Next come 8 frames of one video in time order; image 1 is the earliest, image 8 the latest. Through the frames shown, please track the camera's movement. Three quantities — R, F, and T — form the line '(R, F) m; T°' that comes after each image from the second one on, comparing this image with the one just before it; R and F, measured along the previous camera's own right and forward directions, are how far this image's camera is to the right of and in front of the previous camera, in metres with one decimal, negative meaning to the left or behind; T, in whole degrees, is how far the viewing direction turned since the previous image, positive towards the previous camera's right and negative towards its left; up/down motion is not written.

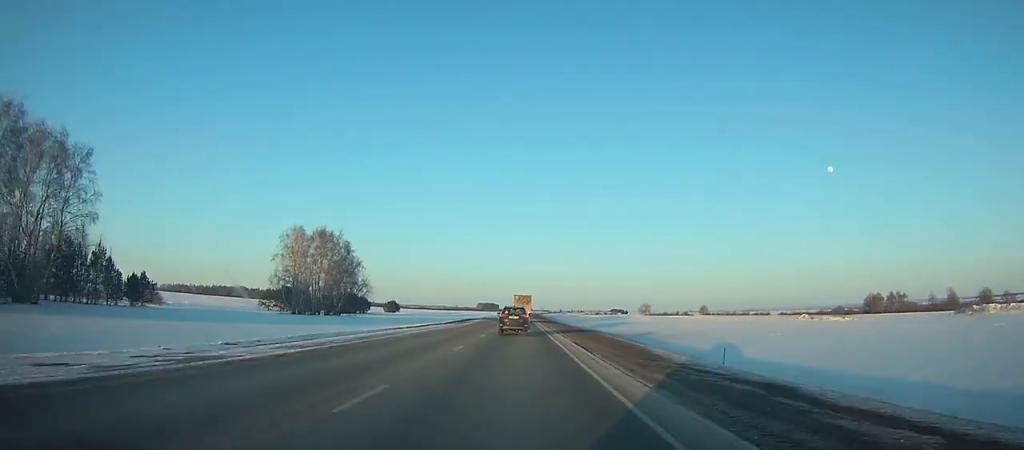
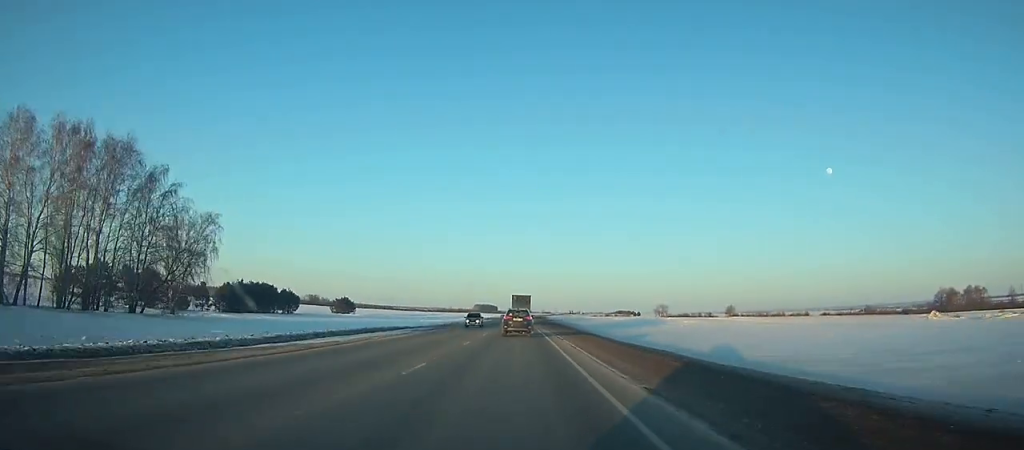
(+0.1, +80.5) m; 0°
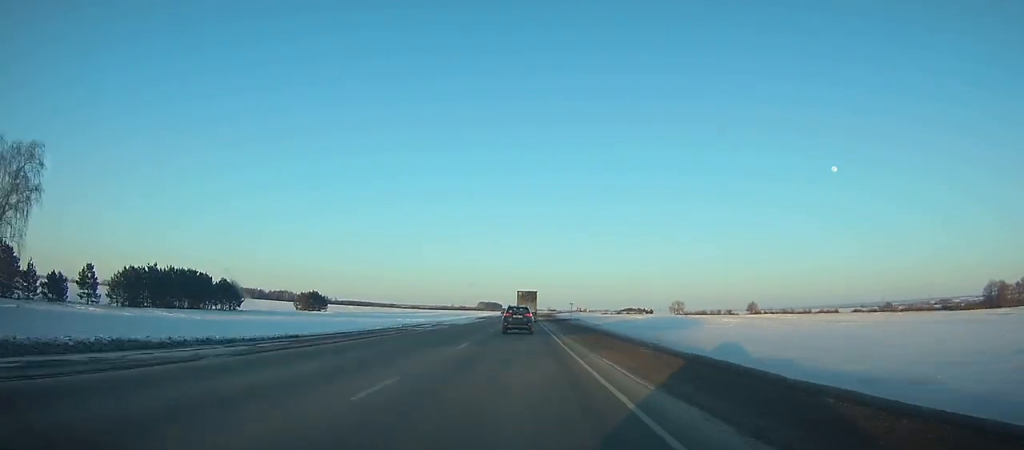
(-0.1, +38.0) m; 0°
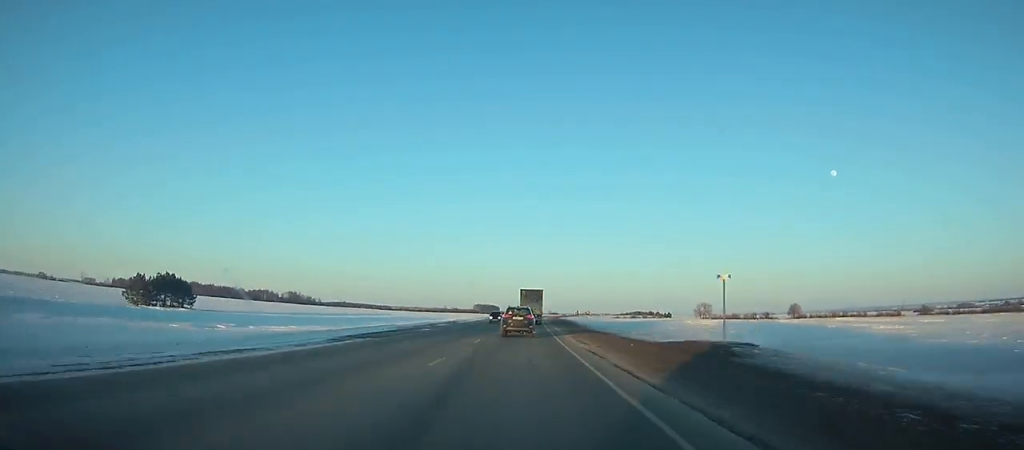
(+0.3, +77.9) m; 0°
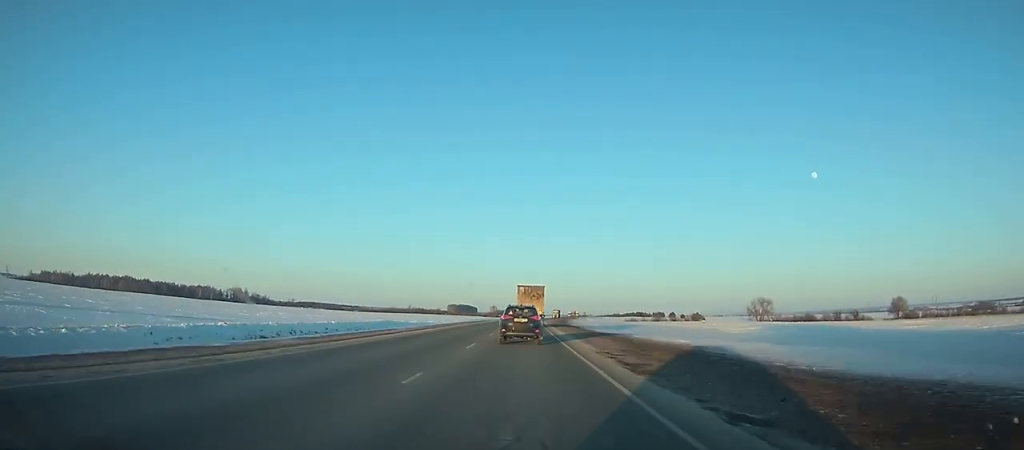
(+1.6, +135.4) m; +2°
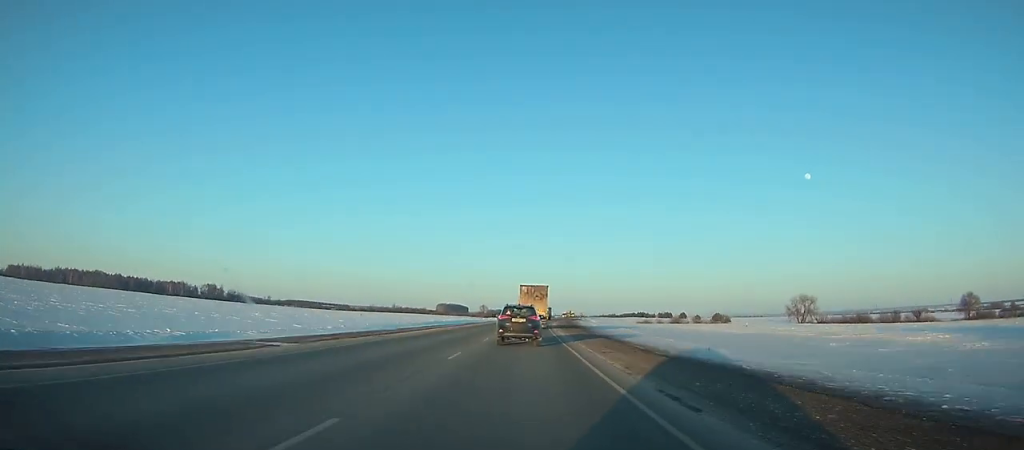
(+0.4, +53.1) m; +1°
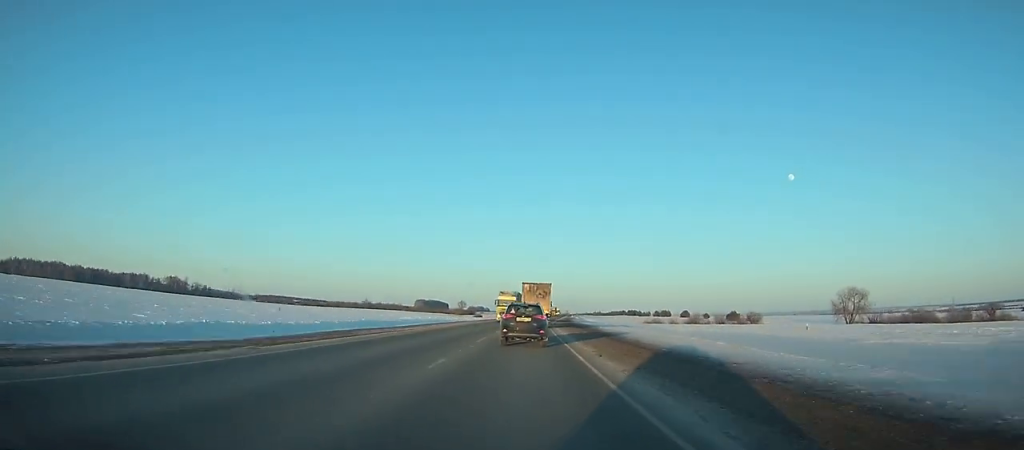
(+0.4, +50.0) m; +1°
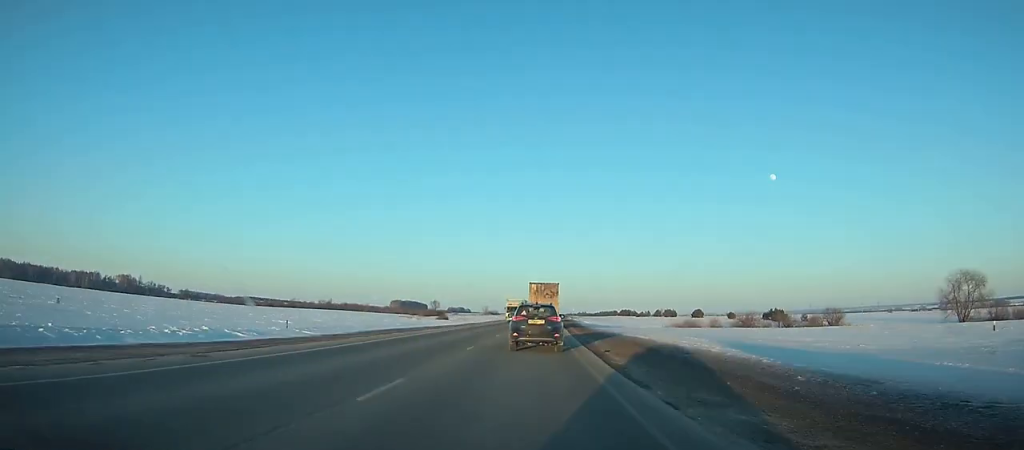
(+1.0, +64.3) m; +2°
